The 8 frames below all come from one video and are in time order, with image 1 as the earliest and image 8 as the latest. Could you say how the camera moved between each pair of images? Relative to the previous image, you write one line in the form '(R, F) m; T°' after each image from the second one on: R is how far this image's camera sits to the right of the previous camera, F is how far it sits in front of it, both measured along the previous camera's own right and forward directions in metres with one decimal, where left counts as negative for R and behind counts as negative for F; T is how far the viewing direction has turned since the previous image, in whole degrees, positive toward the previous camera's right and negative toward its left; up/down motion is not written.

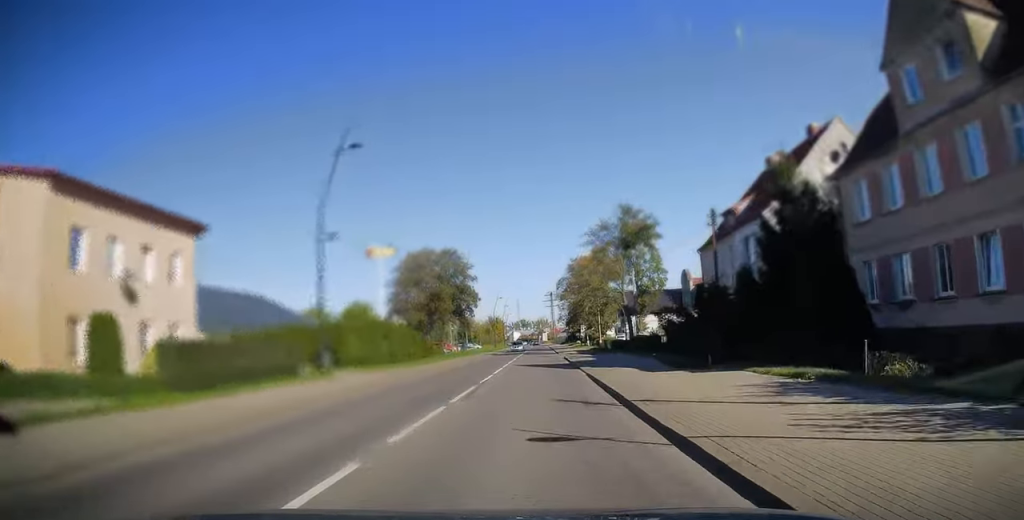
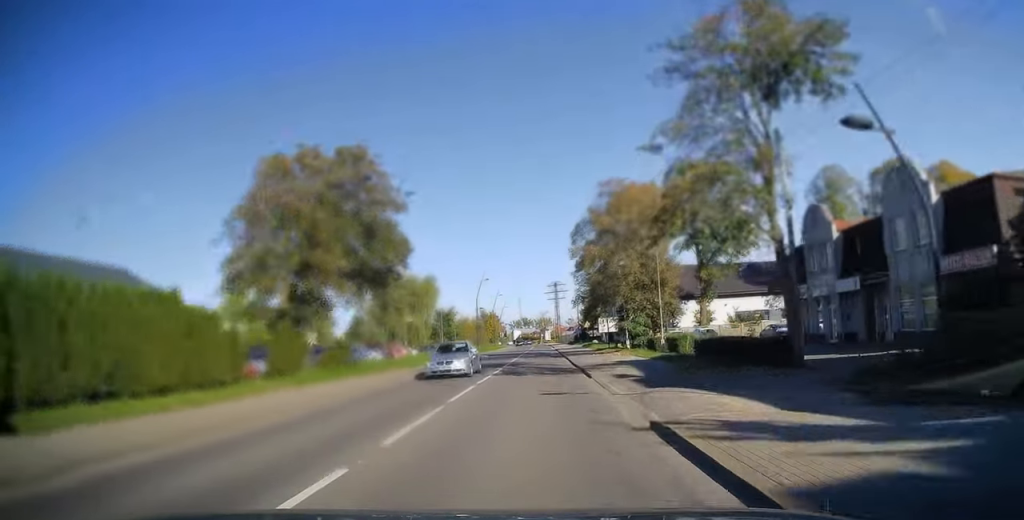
(+0.2, +41.3) m; 0°
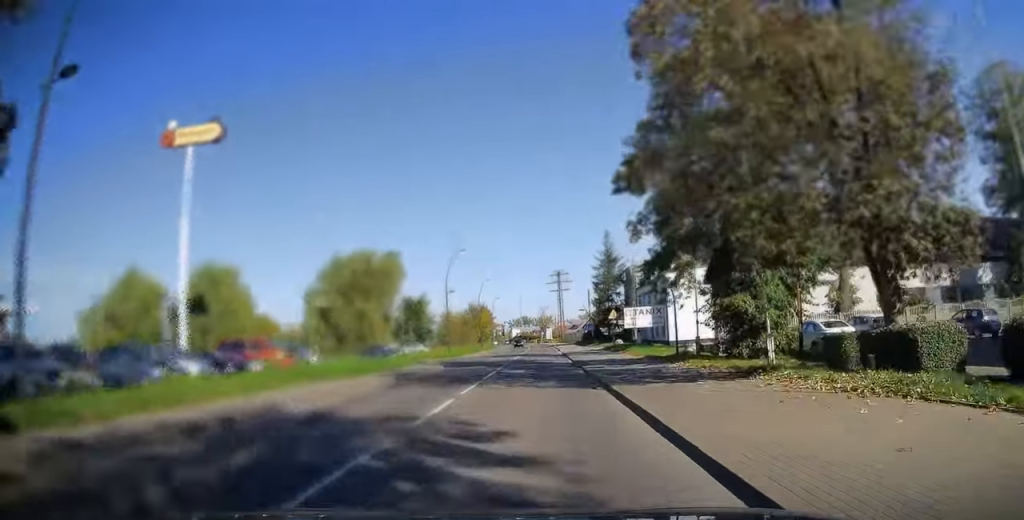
(+0.1, +34.1) m; 0°
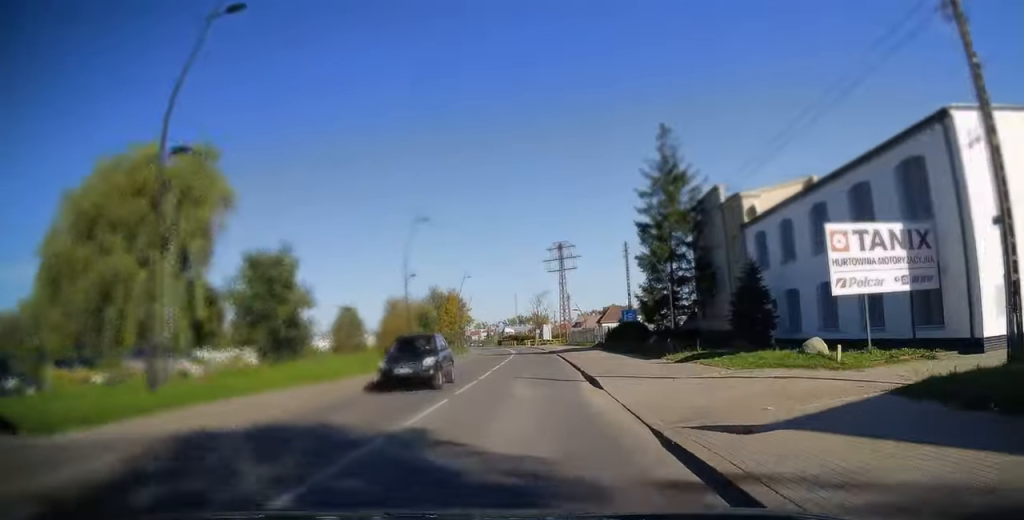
(0.0, +60.4) m; 0°
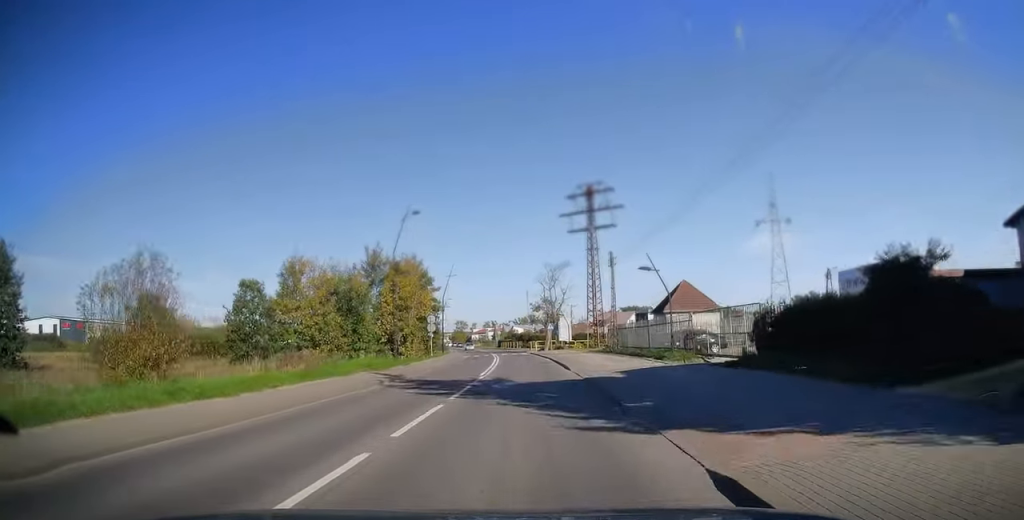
(-0.4, +30.7) m; -2°
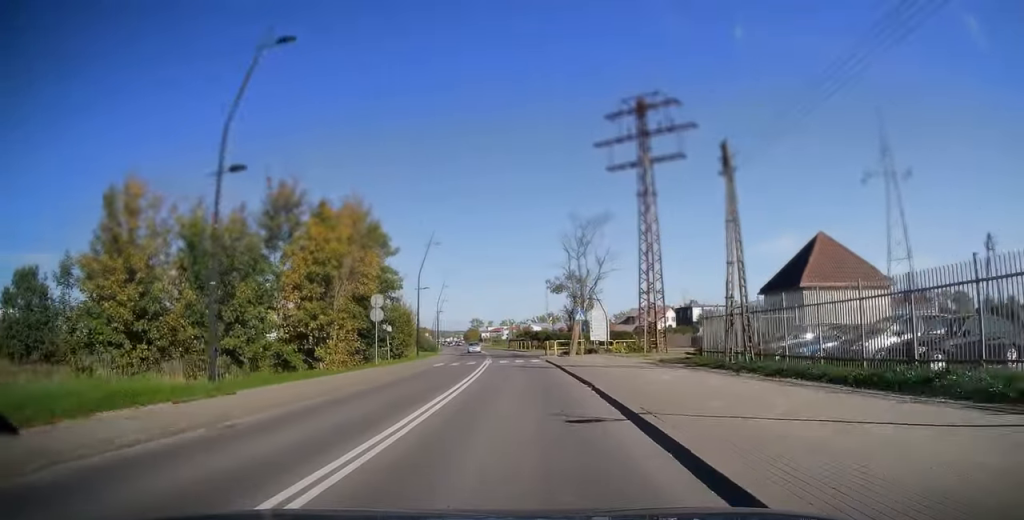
(-0.1, +19.8) m; -2°
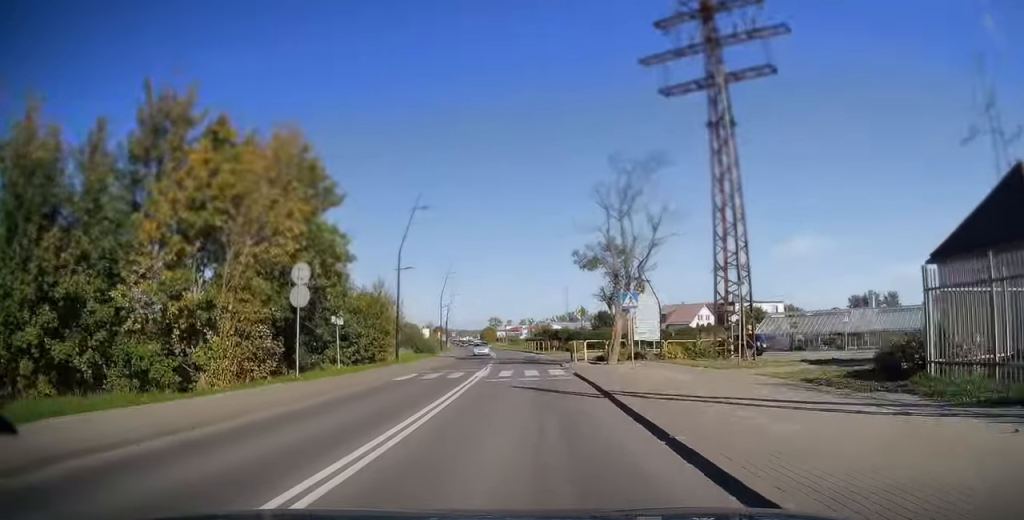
(-0.2, +11.3) m; -1°
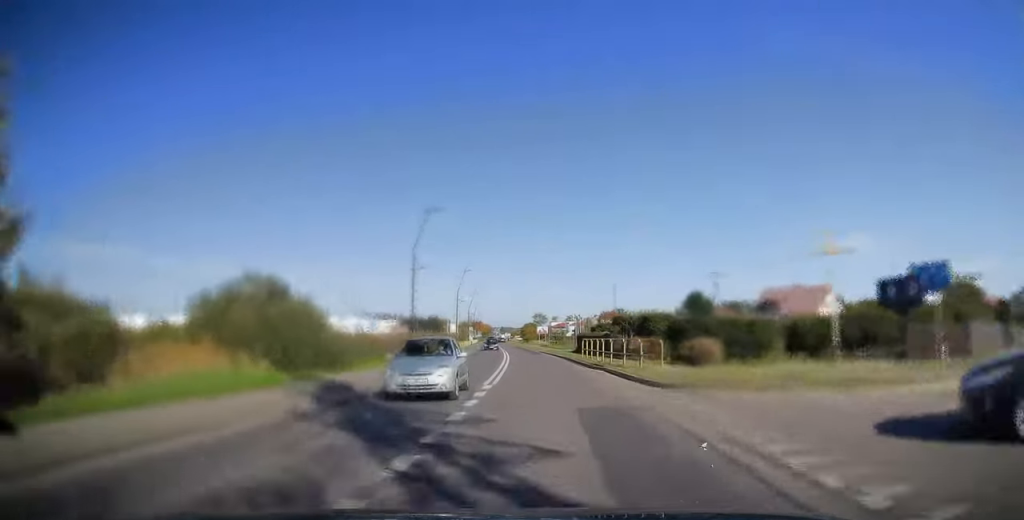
(-0.9, +32.4) m; -3°
